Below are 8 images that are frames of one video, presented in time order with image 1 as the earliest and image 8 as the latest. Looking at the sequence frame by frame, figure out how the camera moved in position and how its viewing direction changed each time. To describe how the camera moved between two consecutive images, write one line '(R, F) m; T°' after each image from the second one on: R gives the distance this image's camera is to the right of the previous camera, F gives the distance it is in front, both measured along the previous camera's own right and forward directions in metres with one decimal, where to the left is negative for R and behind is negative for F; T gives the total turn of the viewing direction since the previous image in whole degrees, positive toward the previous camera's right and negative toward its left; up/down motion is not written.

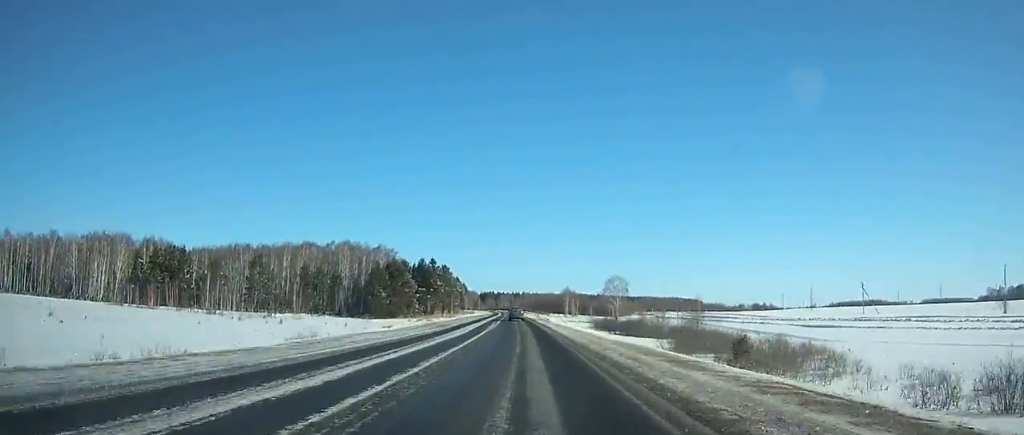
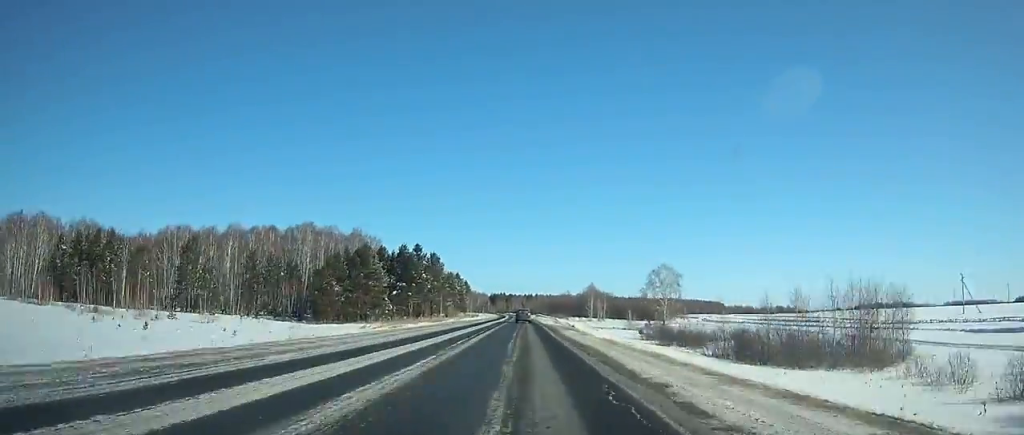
(-0.3, +38.6) m; -1°
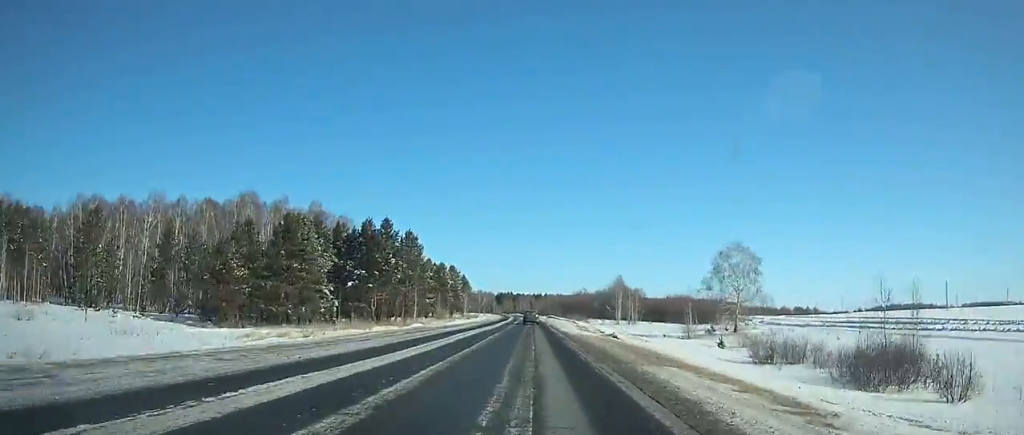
(-0.4, +33.9) m; 0°
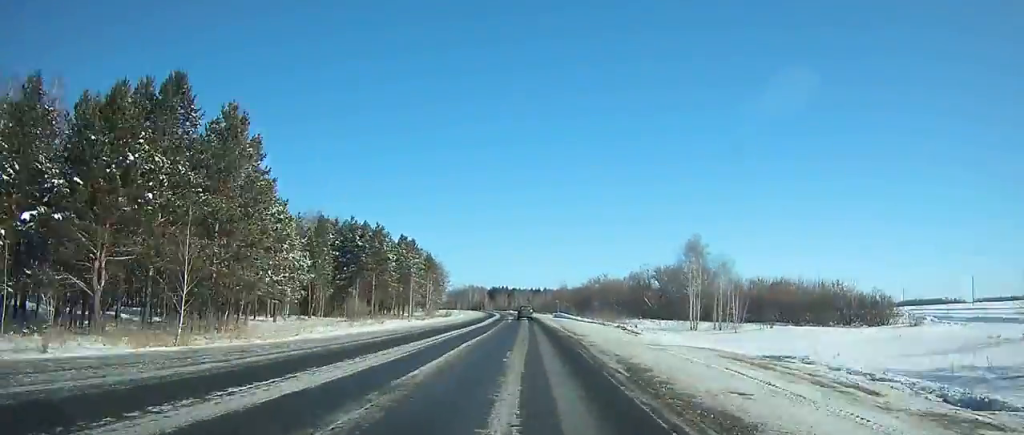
(-0.4, +54.7) m; -1°
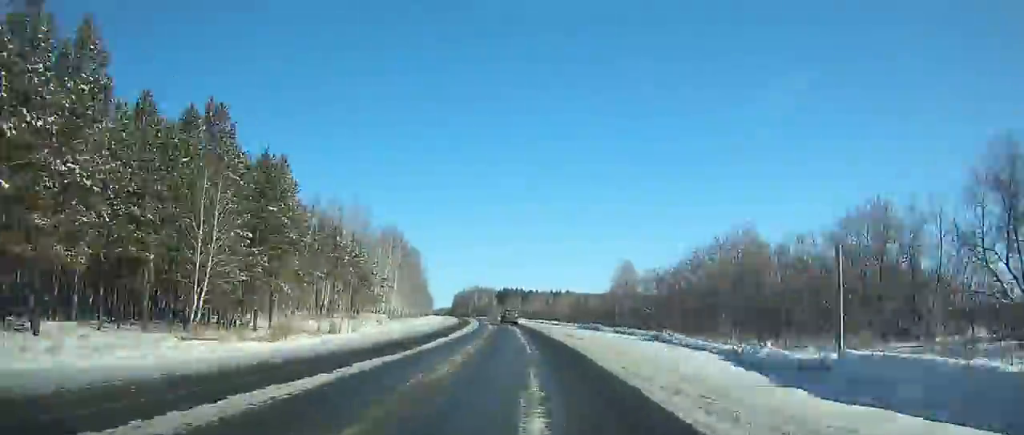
(-0.2, +80.6) m; -2°
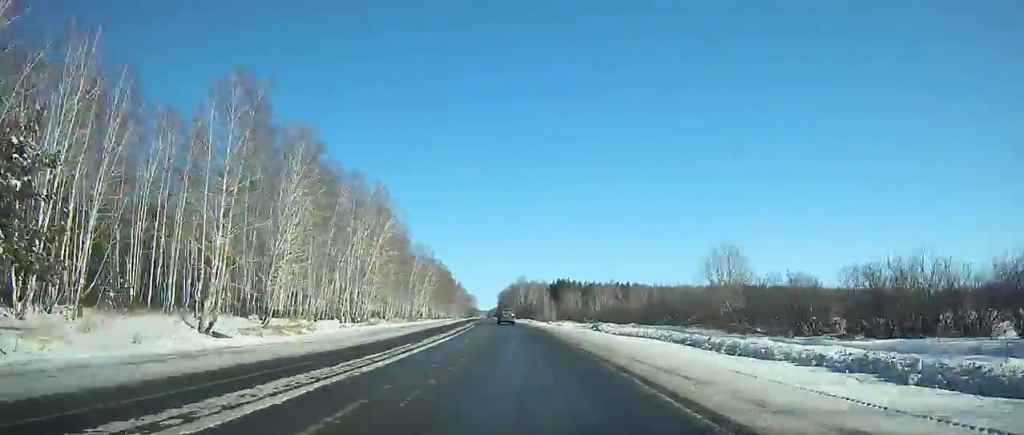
(-2.4, +77.3) m; -5°
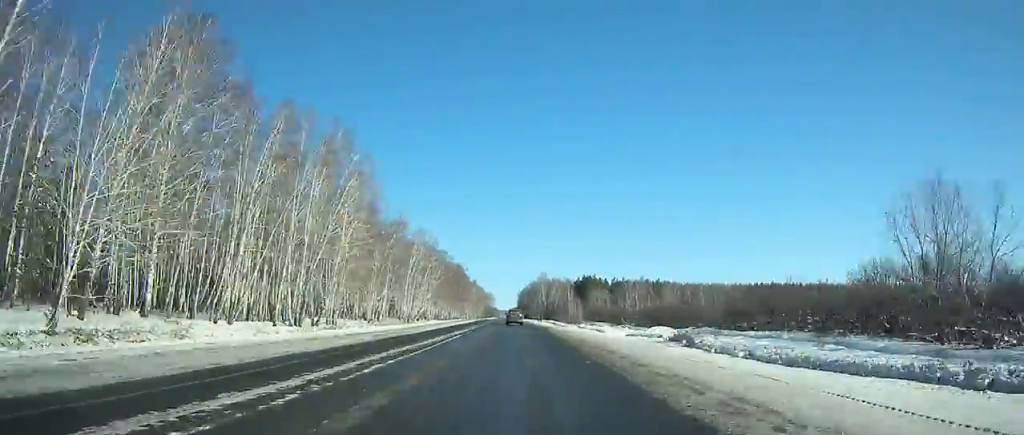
(-0.9, +24.4) m; -2°
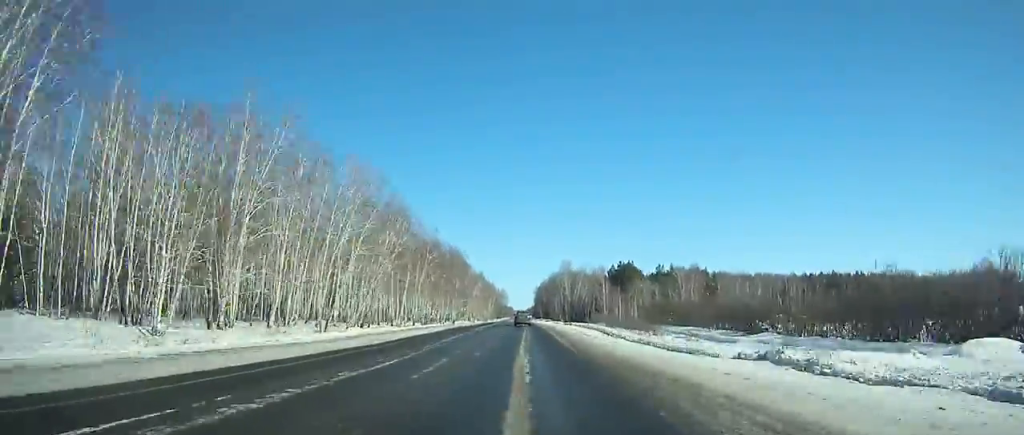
(-1.6, +50.9) m; -3°
